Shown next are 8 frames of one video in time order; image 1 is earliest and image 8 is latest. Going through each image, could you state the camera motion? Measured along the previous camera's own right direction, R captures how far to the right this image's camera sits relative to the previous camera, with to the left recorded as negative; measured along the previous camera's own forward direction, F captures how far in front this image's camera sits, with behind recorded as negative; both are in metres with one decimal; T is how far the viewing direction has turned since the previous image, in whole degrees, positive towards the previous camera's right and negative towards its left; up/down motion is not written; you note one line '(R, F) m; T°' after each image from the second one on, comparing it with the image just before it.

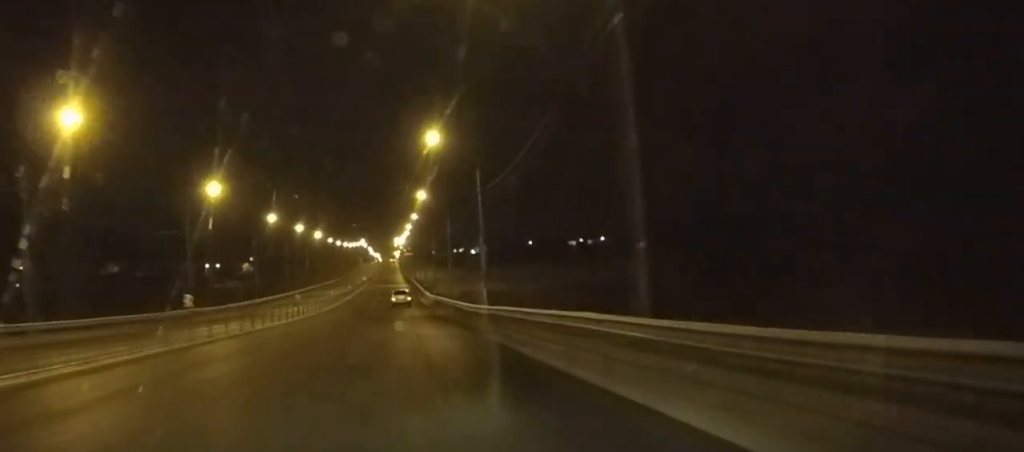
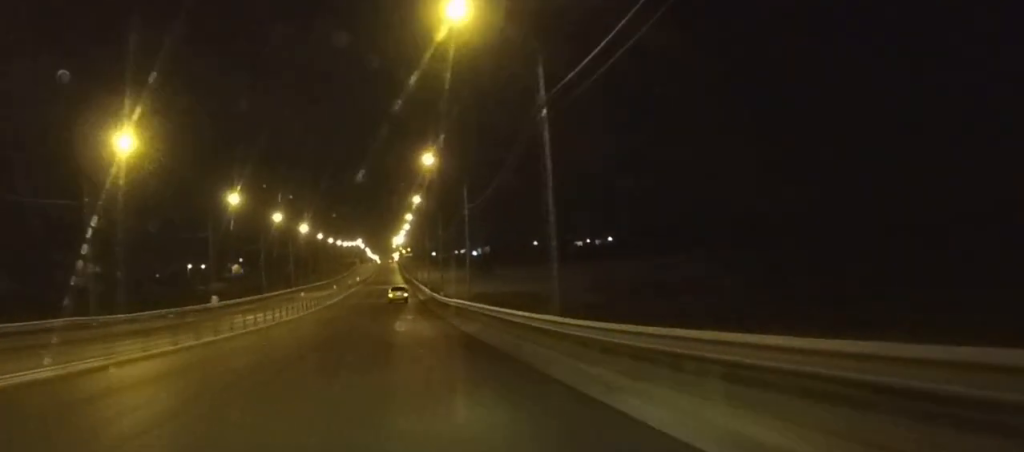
(0.0, +25.1) m; 0°
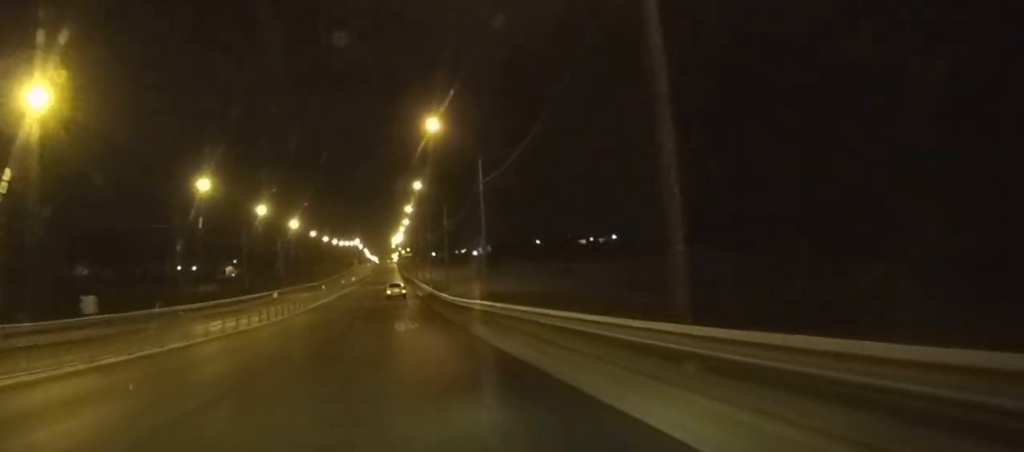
(0.0, +13.0) m; 0°
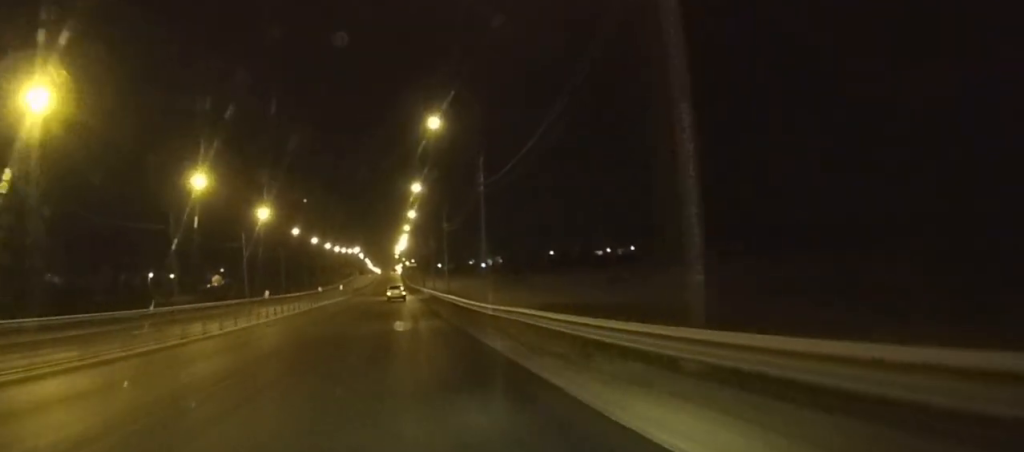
(0.0, +35.8) m; 0°
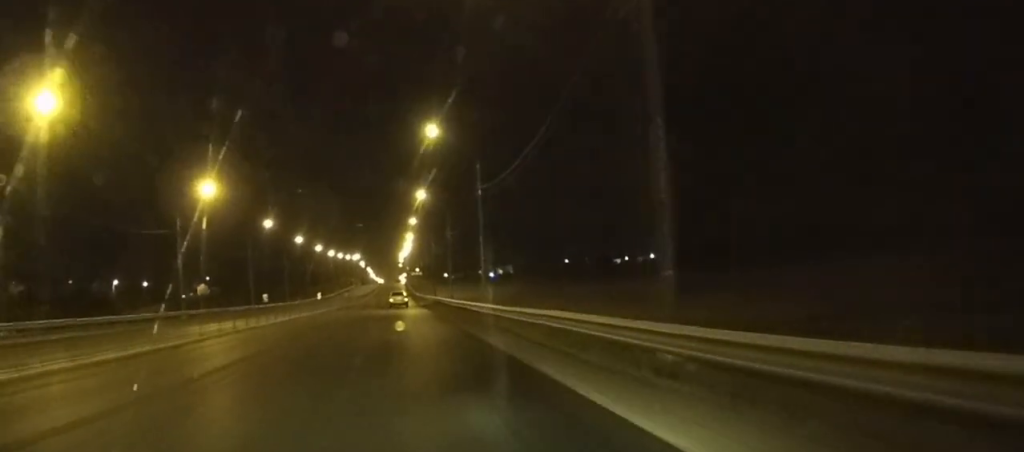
(-0.1, +33.5) m; 0°
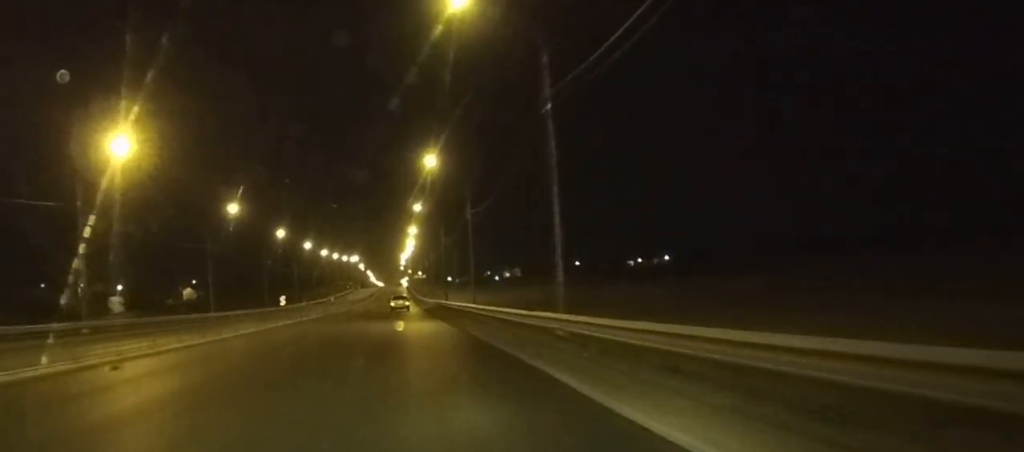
(0.0, +24.0) m; 0°
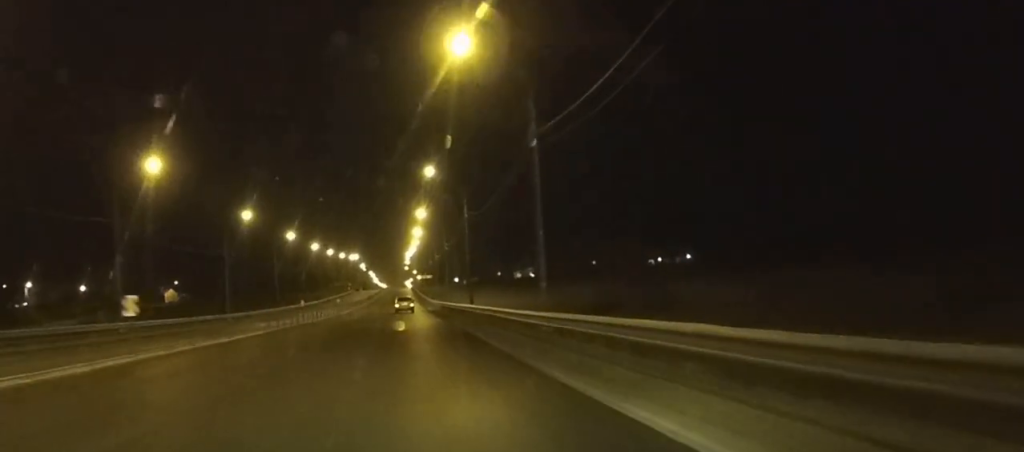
(0.0, +29.4) m; 0°
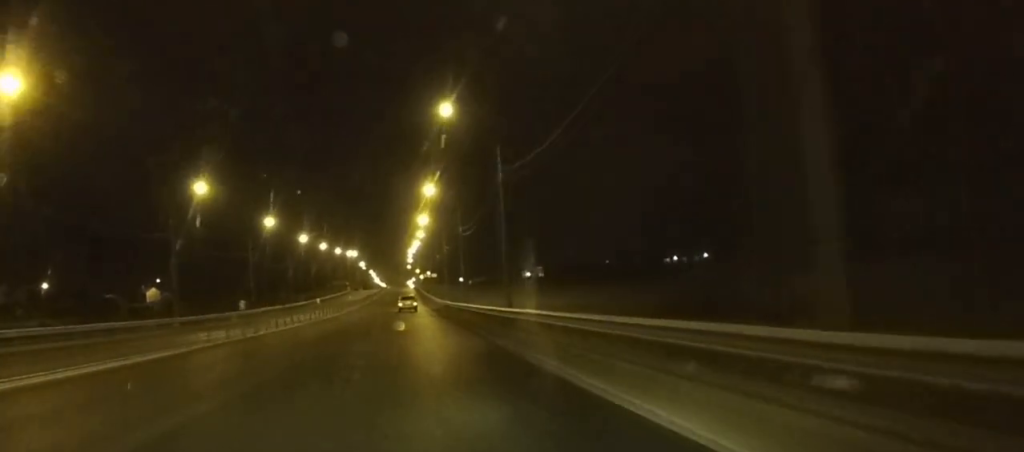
(0.0, +22.3) m; 0°
